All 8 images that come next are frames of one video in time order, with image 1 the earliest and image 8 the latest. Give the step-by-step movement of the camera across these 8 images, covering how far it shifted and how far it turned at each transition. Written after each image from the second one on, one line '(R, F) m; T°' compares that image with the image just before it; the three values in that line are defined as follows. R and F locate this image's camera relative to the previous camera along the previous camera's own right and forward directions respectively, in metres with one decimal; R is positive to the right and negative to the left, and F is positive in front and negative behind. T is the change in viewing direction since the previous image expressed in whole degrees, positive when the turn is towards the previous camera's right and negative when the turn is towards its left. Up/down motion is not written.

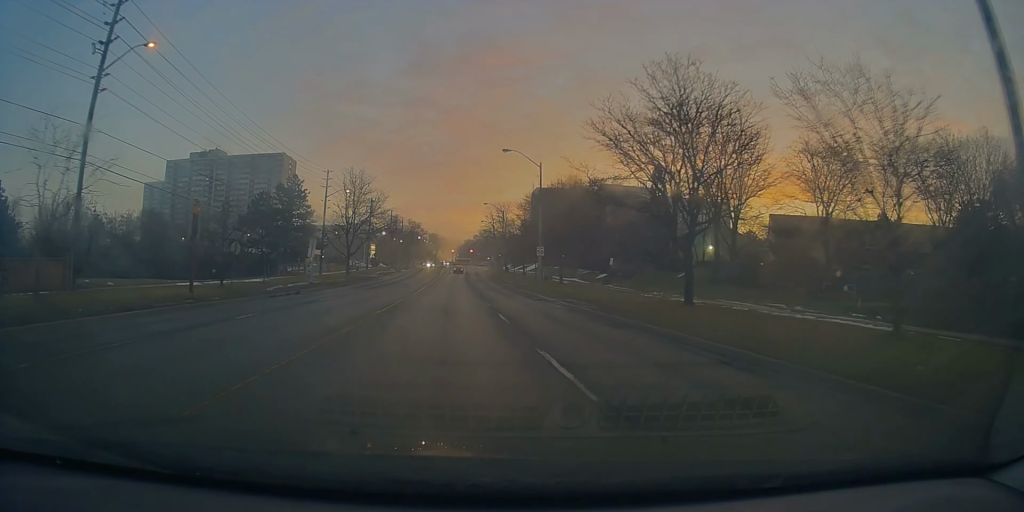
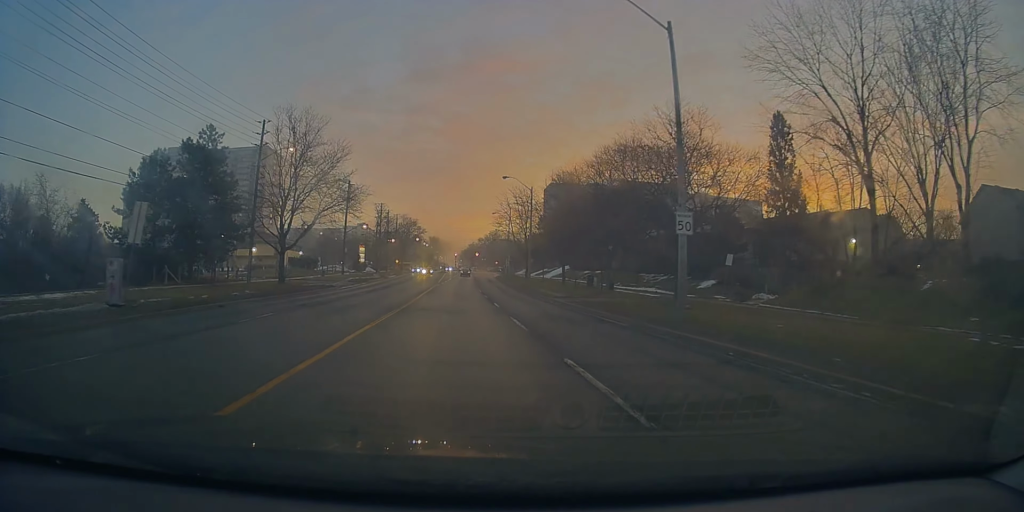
(+0.3, +28.7) m; 0°
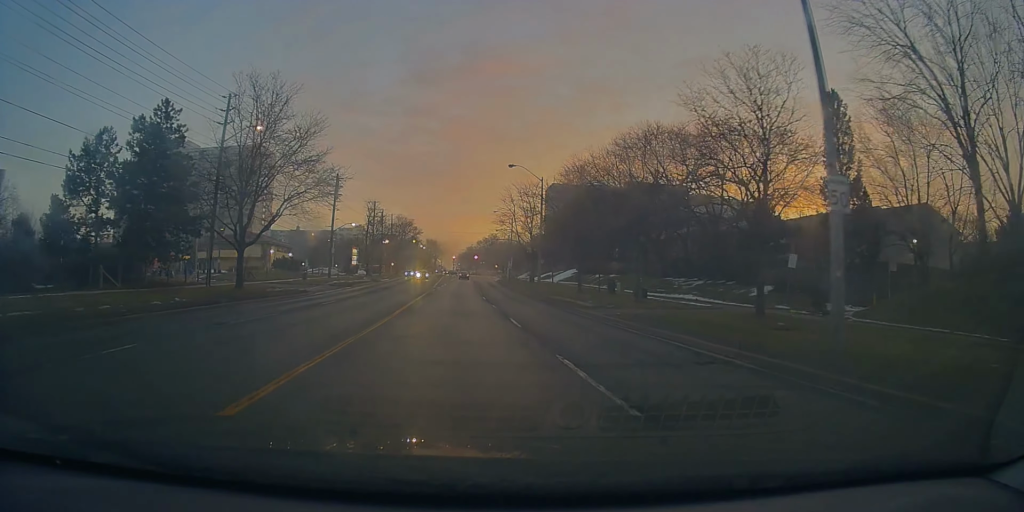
(0.0, +8.2) m; -2°
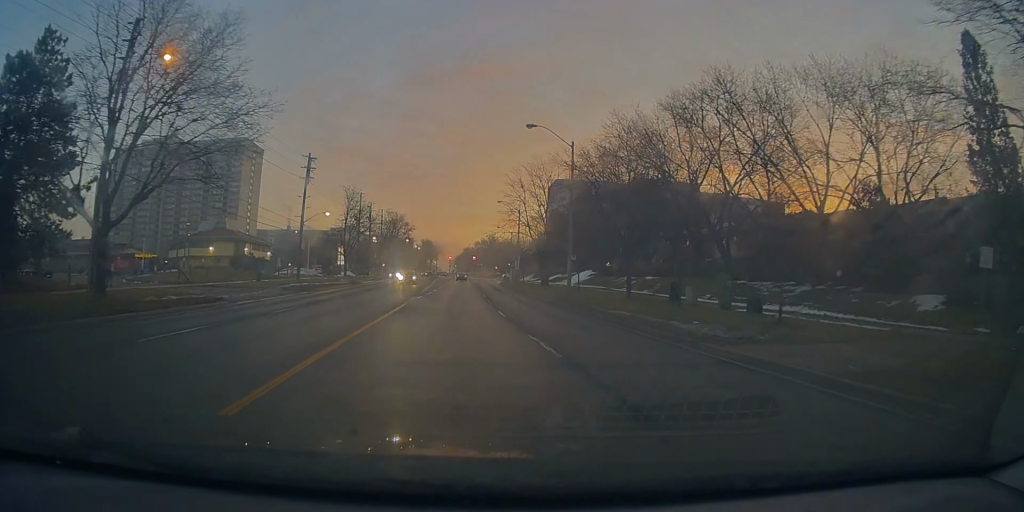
(-0.6, +14.7) m; 0°
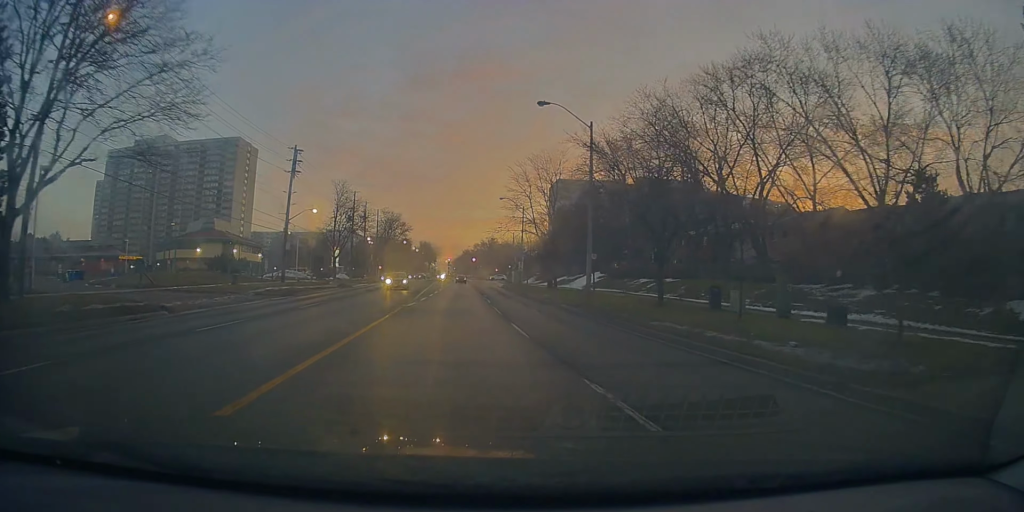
(+0.3, +5.6) m; +1°
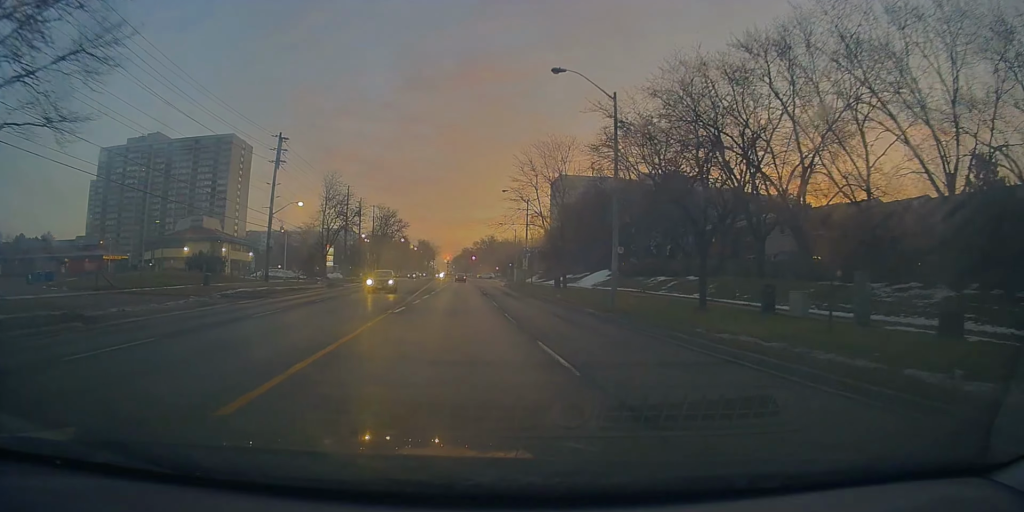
(+0.1, +5.2) m; +1°
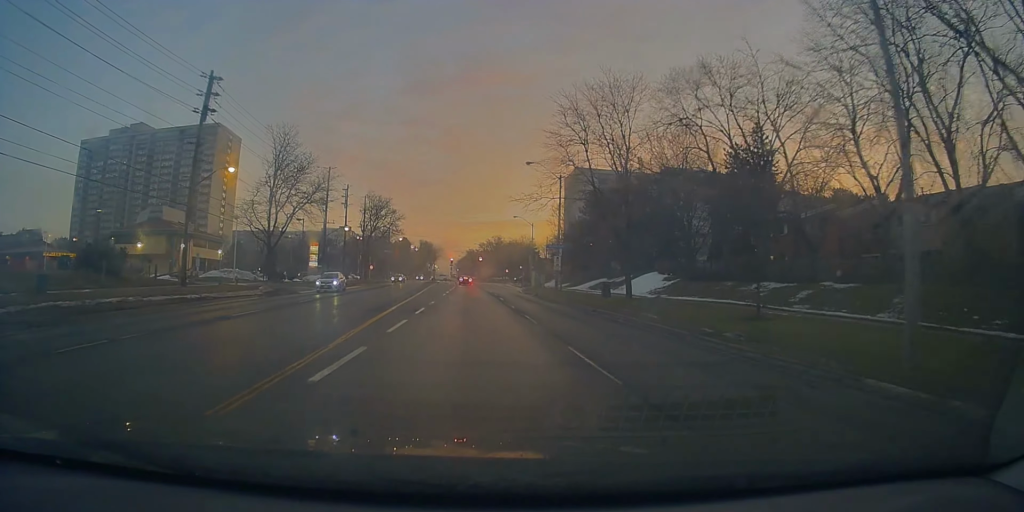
(+0.2, +17.9) m; +2°
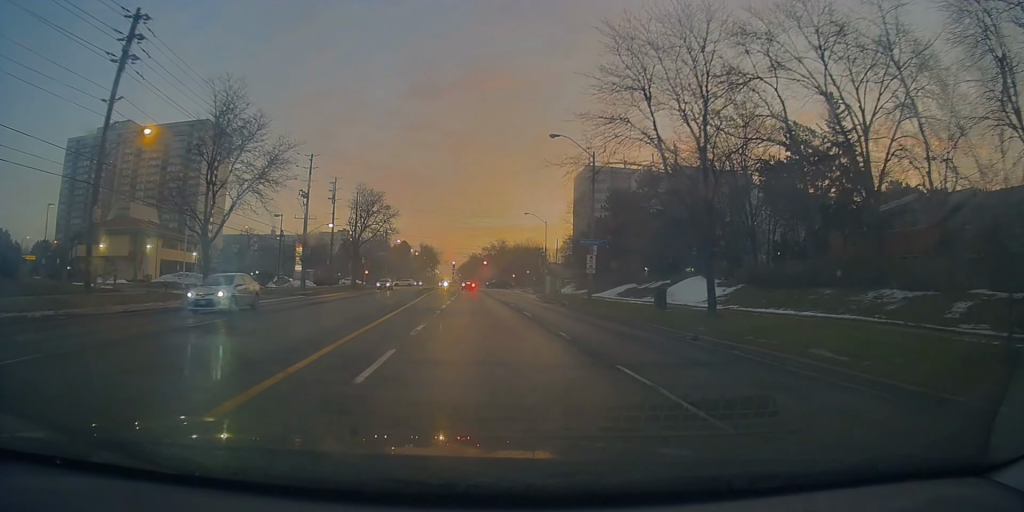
(+0.2, +10.7) m; 0°
